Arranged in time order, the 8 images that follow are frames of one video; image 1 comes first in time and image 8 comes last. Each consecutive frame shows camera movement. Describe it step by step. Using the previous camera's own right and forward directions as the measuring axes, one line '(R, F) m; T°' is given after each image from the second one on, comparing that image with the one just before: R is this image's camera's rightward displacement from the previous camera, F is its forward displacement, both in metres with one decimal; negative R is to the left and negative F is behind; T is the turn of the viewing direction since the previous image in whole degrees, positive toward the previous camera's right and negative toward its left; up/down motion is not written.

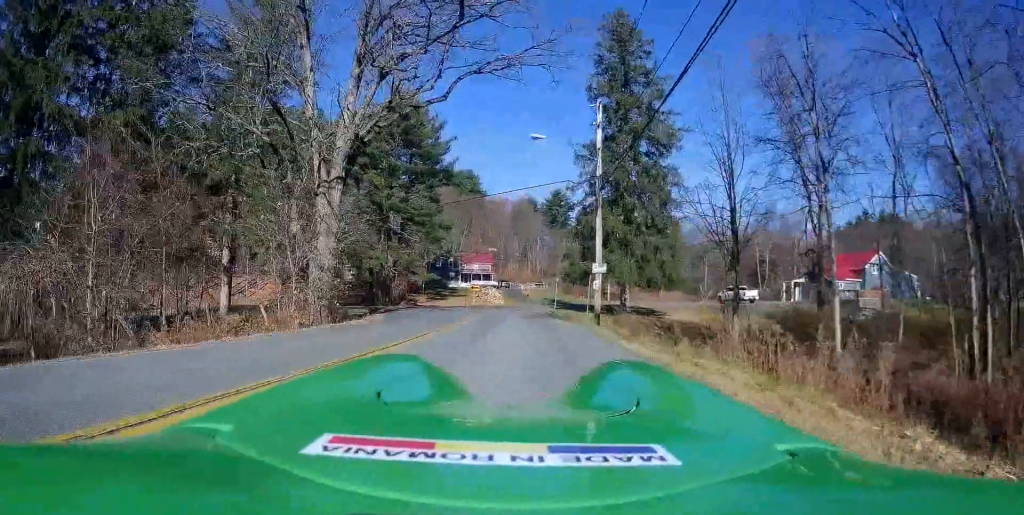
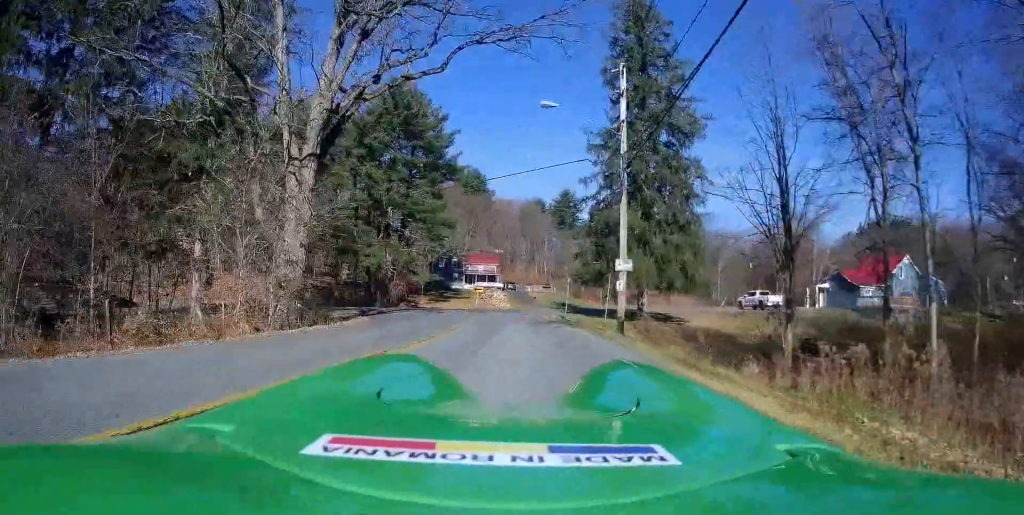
(+0.1, +5.0) m; -1°
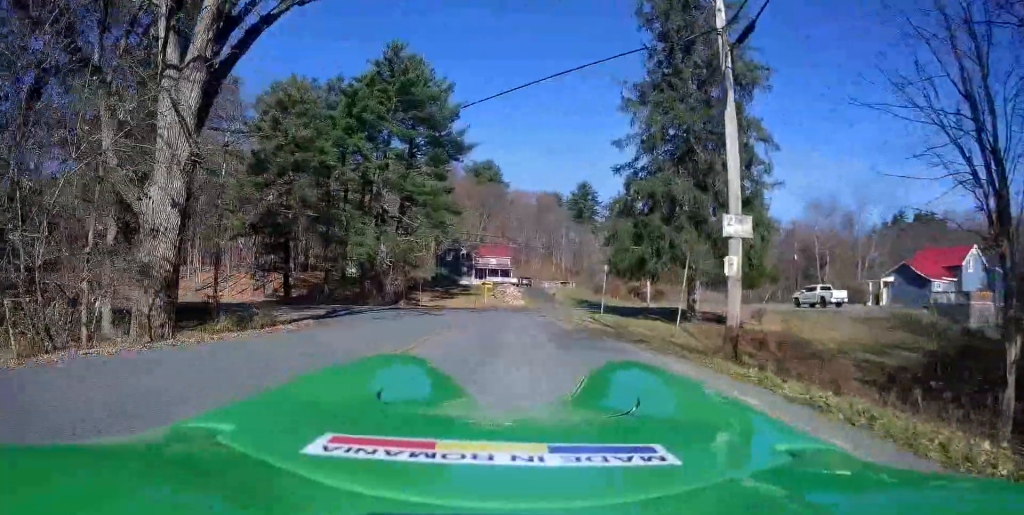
(-0.7, +10.4) m; -6°
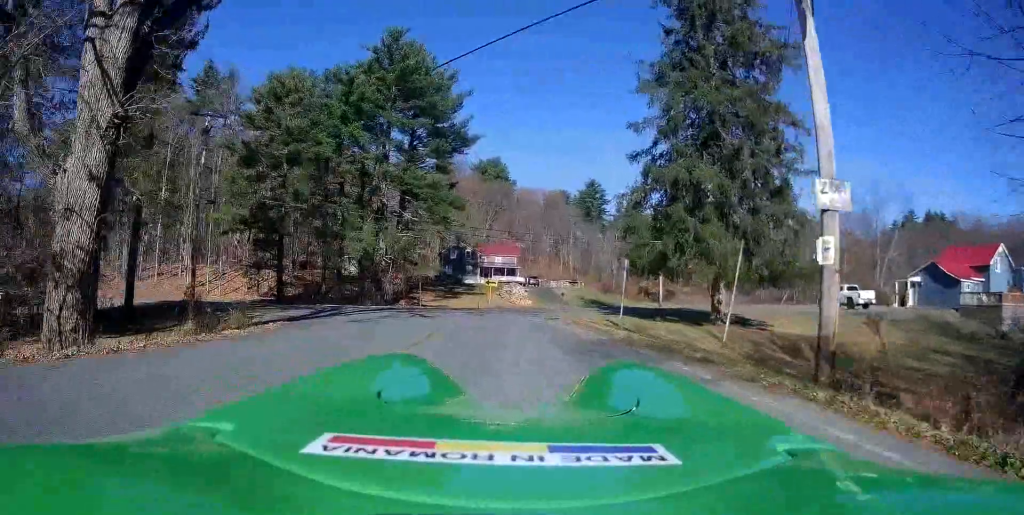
(+0.2, +3.3) m; -2°
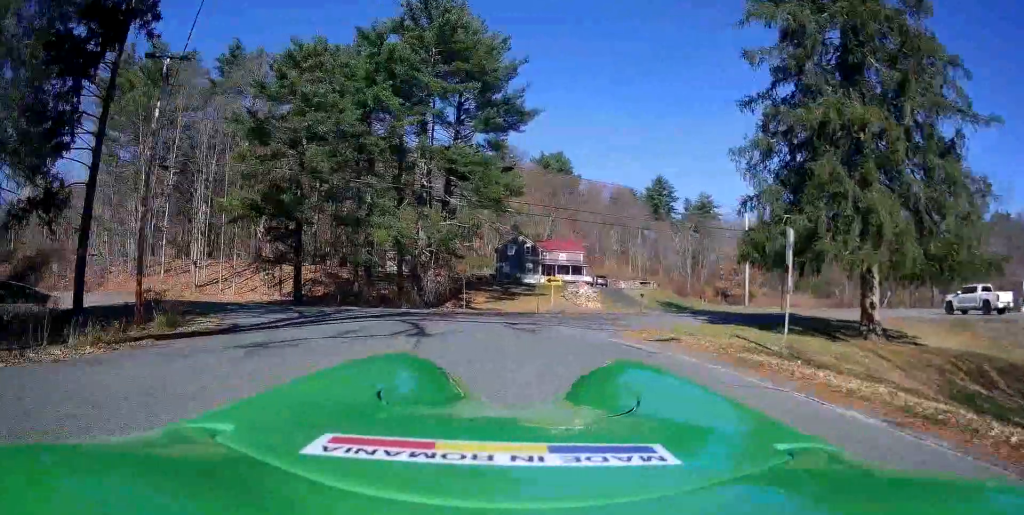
(-0.7, +10.1) m; -8°
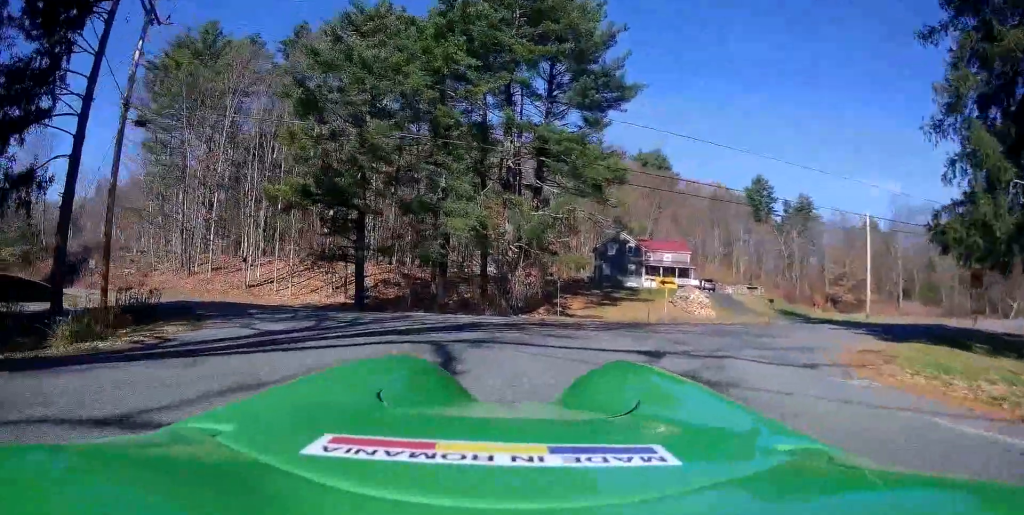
(-0.8, +7.4) m; -14°
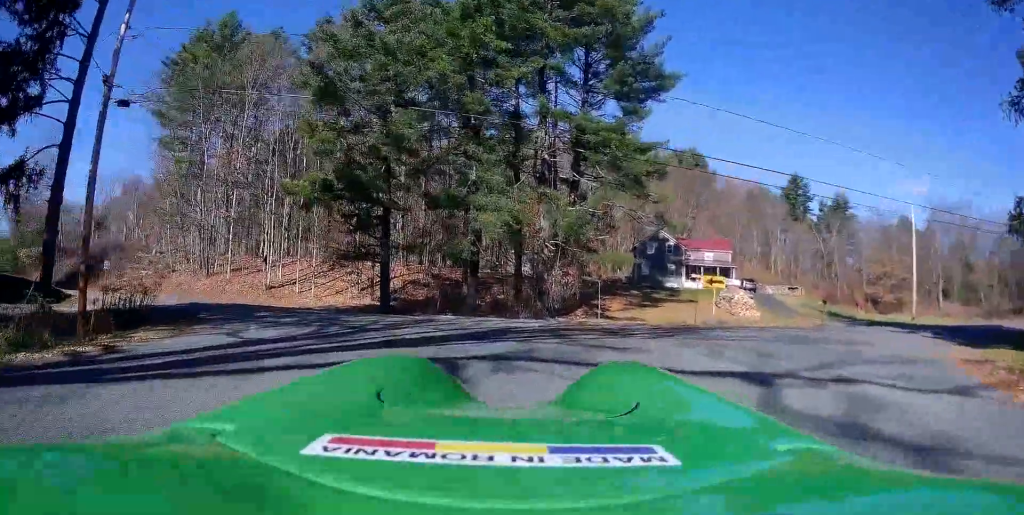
(-0.2, +2.4) m; -5°
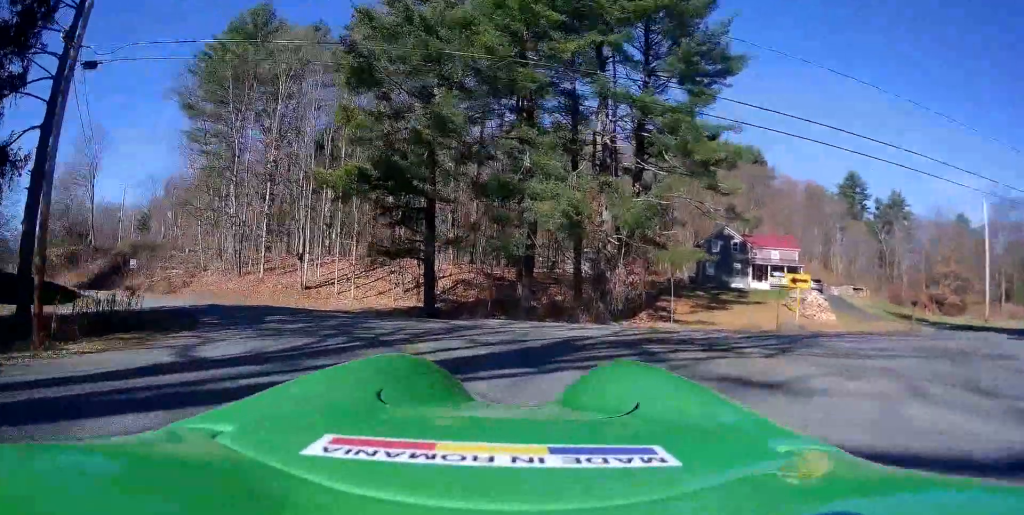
(+0.2, +3.8) m; -5°
